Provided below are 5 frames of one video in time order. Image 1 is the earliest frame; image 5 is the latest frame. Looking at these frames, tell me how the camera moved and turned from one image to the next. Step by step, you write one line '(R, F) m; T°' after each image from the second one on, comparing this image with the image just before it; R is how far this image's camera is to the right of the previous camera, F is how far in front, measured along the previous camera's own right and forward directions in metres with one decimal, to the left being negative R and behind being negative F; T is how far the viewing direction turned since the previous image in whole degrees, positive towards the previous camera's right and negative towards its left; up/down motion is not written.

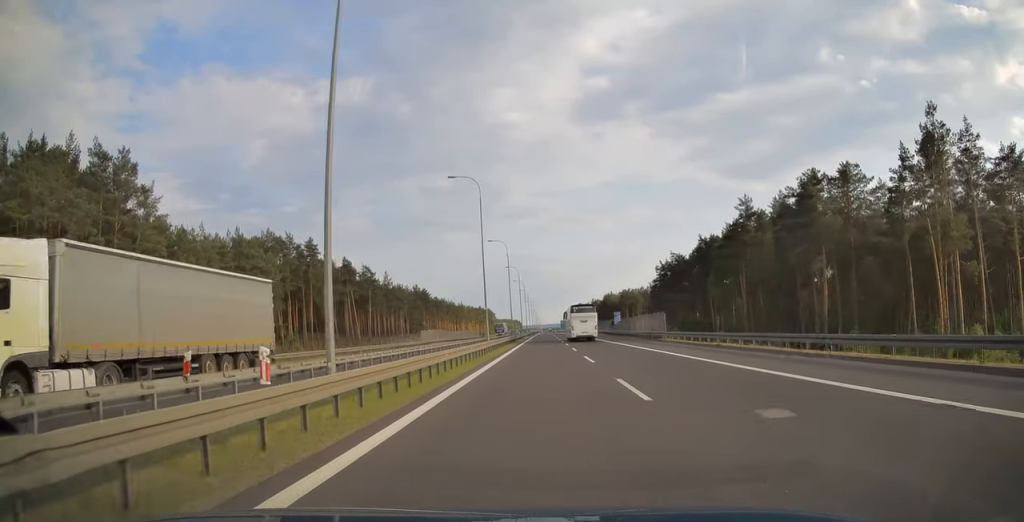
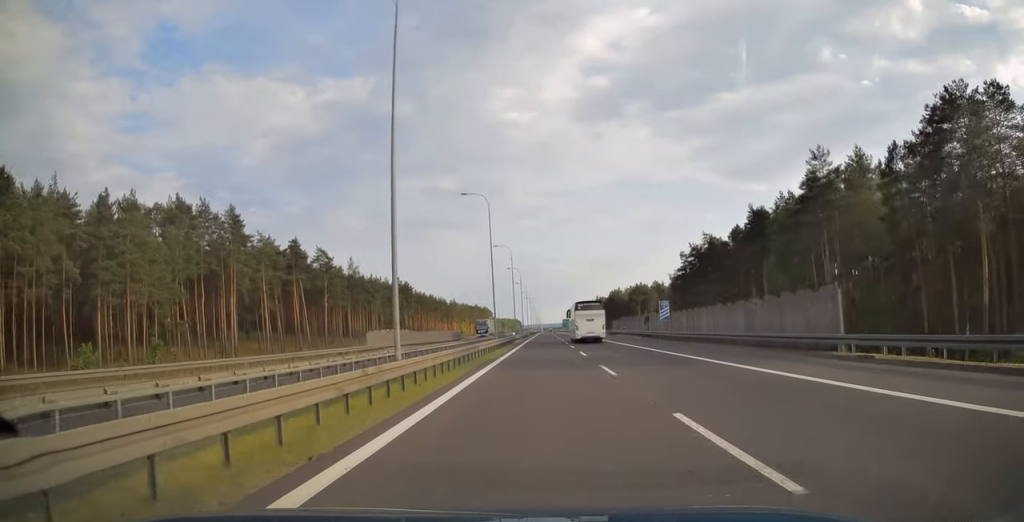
(0.0, +30.2) m; 0°
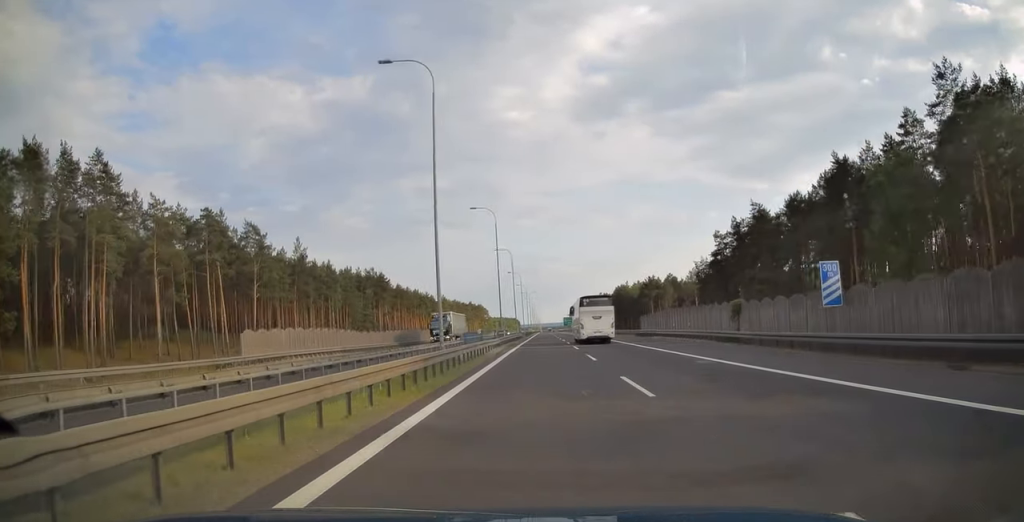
(0.0, +29.2) m; 0°
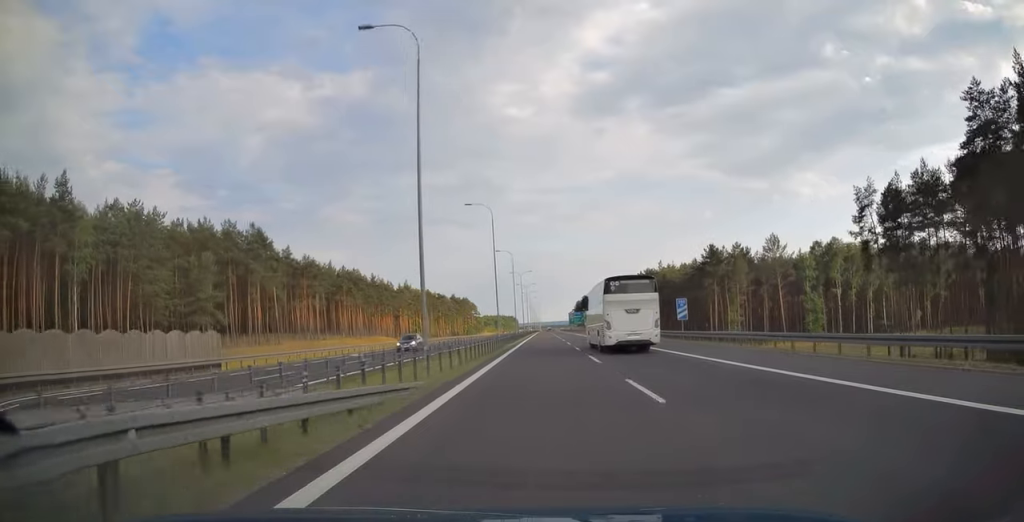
(+0.1, +73.5) m; 0°
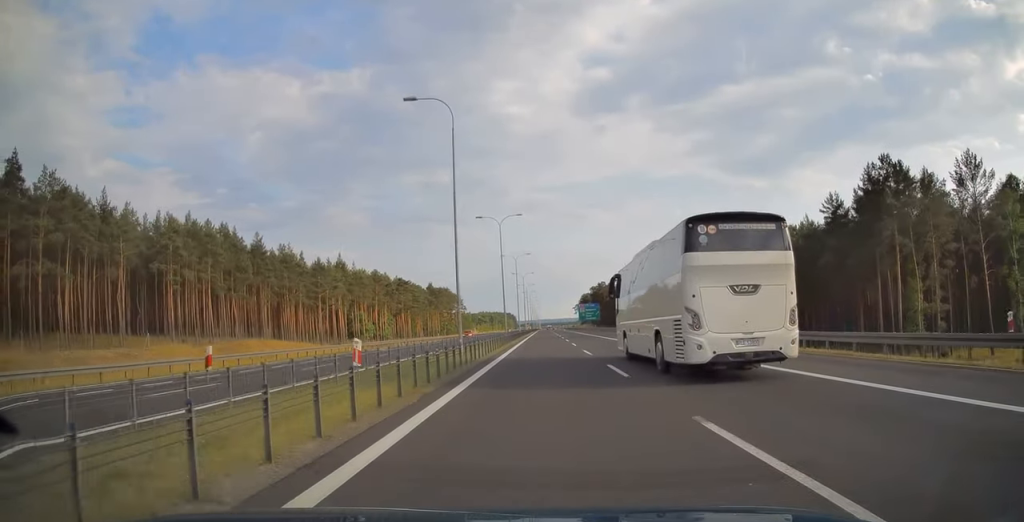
(+0.1, +67.0) m; 0°
